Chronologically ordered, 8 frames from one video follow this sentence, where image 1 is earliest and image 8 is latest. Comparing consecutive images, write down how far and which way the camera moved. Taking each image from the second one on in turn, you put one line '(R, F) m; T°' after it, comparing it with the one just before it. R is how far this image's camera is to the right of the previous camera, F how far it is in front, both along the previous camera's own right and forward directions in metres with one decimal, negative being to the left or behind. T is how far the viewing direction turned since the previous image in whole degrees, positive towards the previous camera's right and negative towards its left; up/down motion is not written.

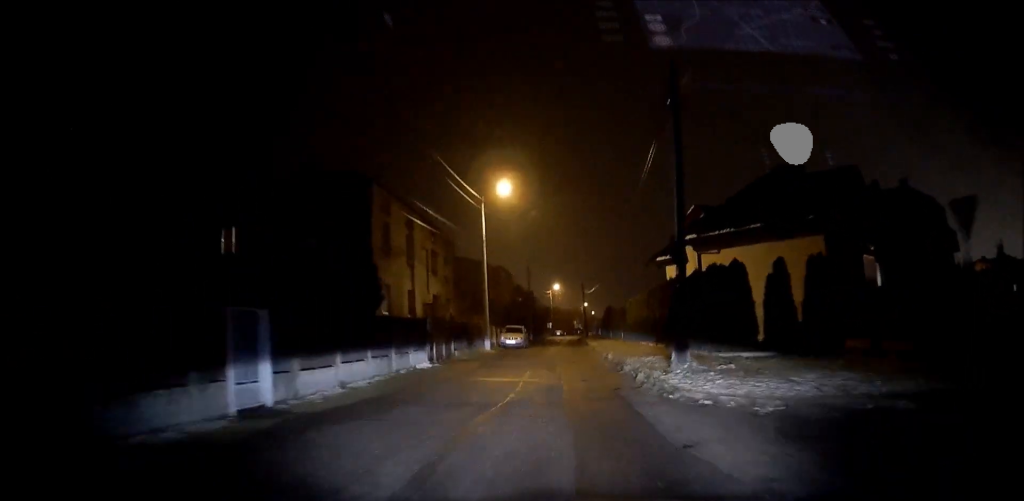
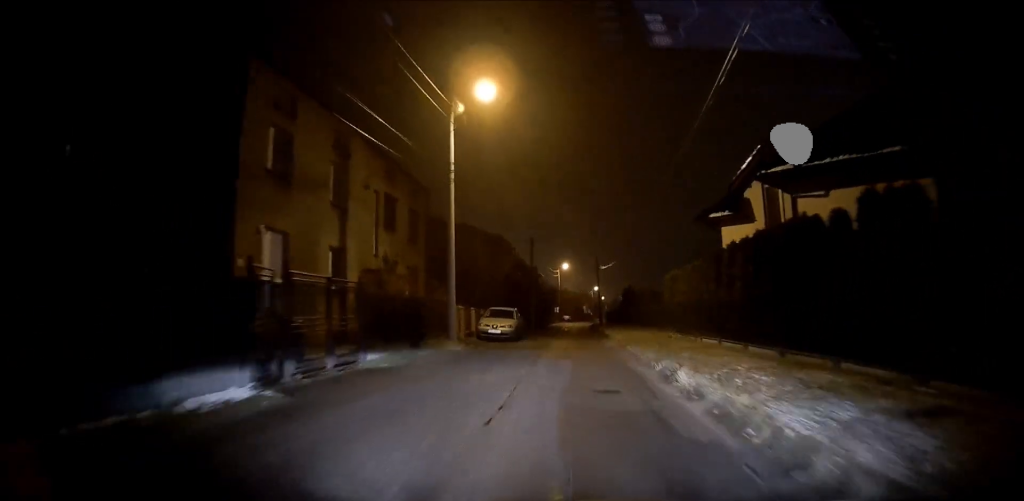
(+0.6, +12.2) m; +3°
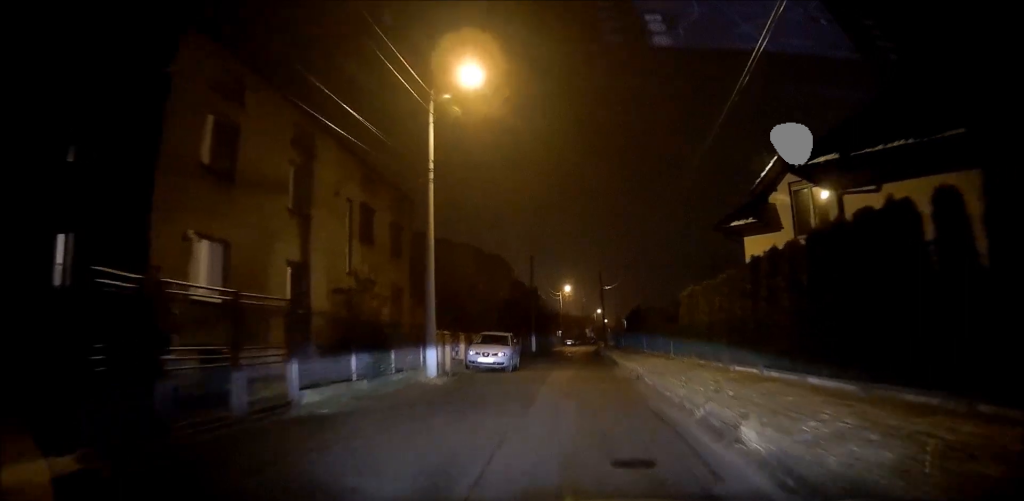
(-0.1, +3.5) m; -1°
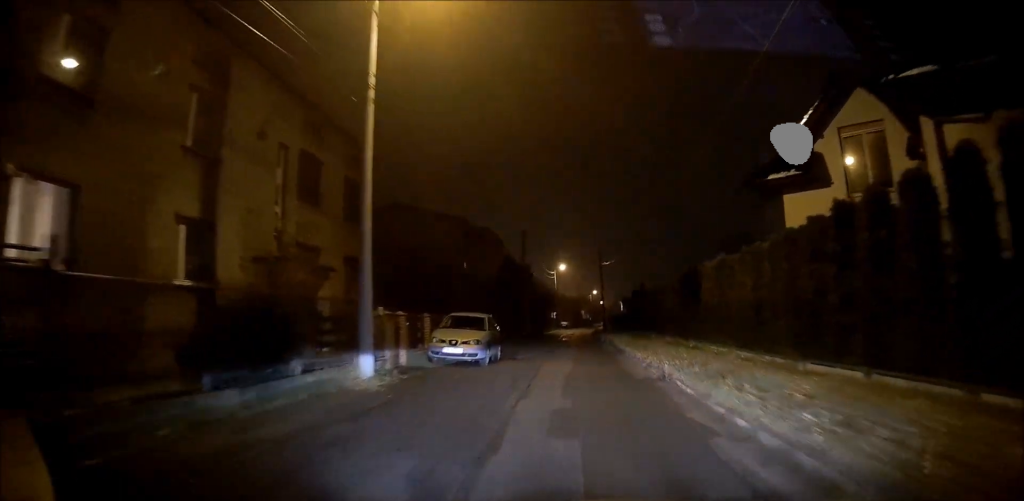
(-0.2, +5.0) m; -2°
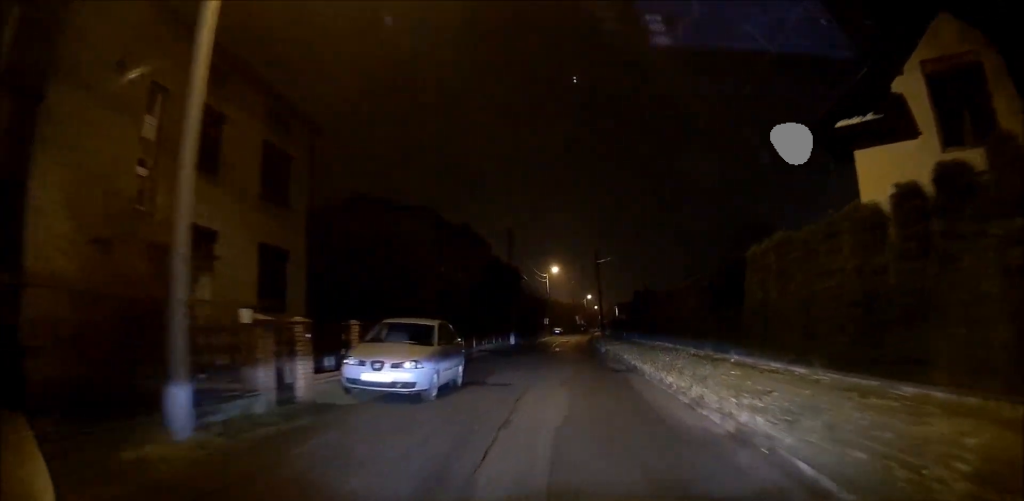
(0.0, +6.0) m; 0°
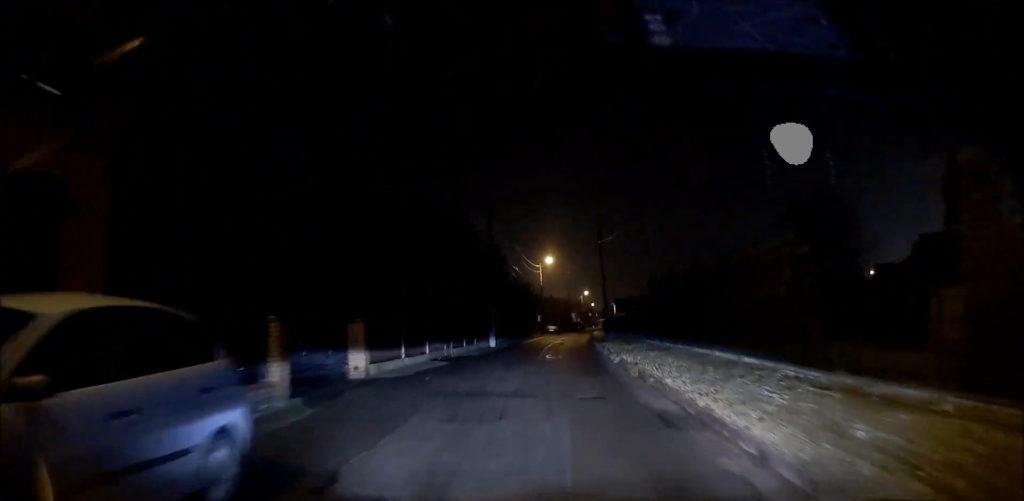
(0.0, +9.0) m; 0°
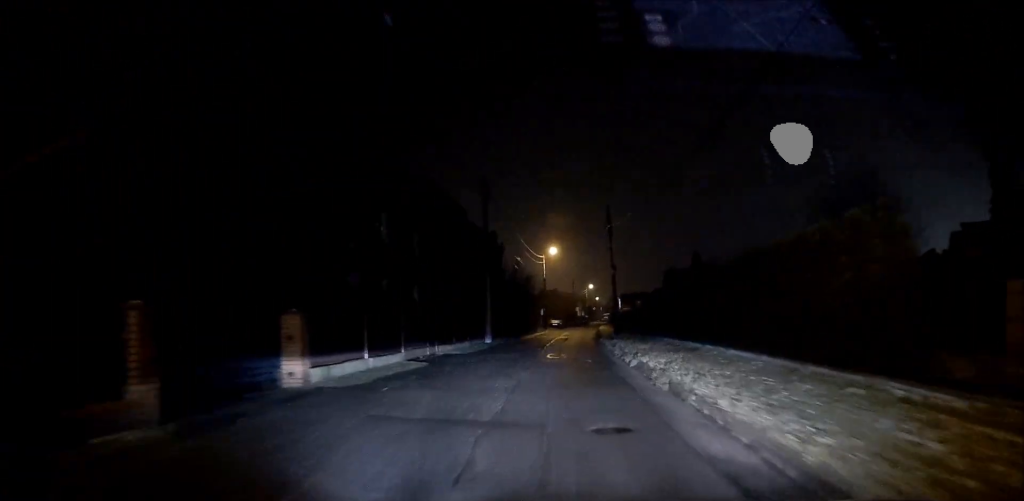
(0.0, +3.5) m; 0°
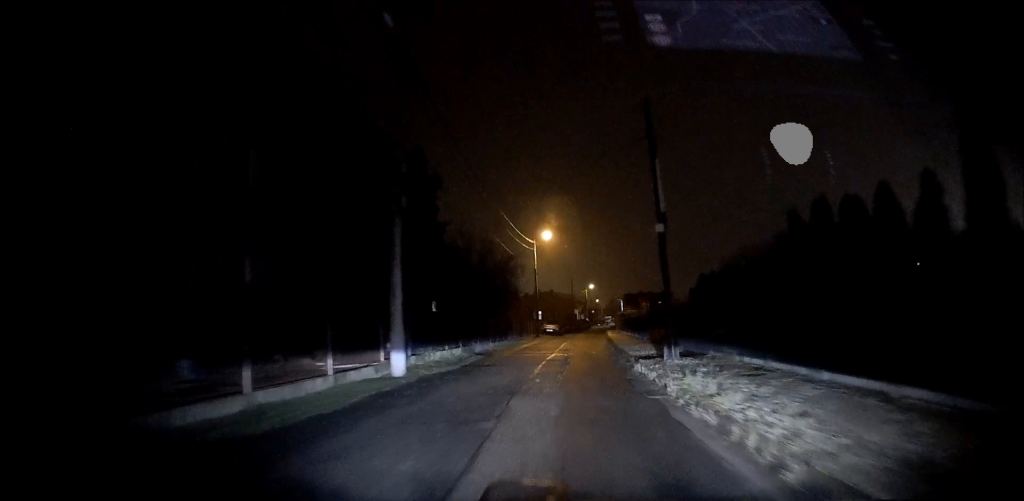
(+0.4, +15.5) m; +3°
